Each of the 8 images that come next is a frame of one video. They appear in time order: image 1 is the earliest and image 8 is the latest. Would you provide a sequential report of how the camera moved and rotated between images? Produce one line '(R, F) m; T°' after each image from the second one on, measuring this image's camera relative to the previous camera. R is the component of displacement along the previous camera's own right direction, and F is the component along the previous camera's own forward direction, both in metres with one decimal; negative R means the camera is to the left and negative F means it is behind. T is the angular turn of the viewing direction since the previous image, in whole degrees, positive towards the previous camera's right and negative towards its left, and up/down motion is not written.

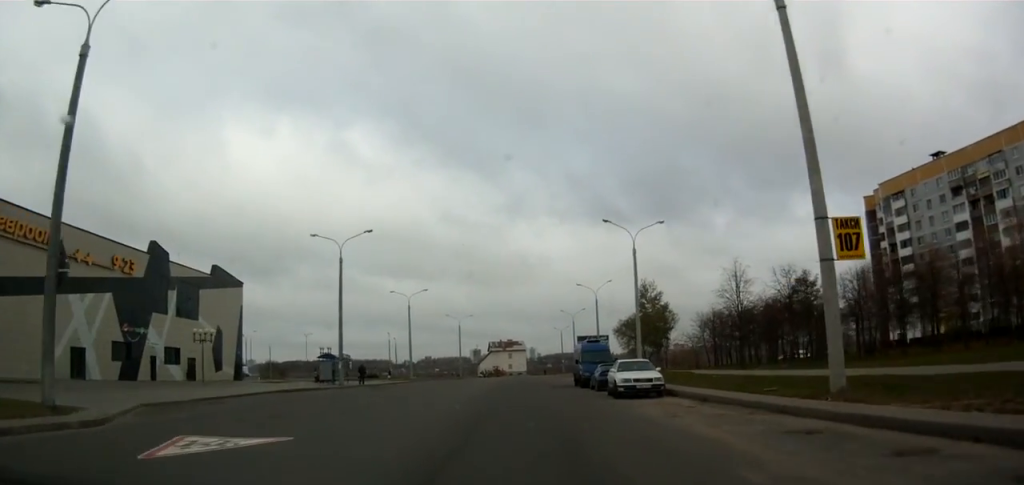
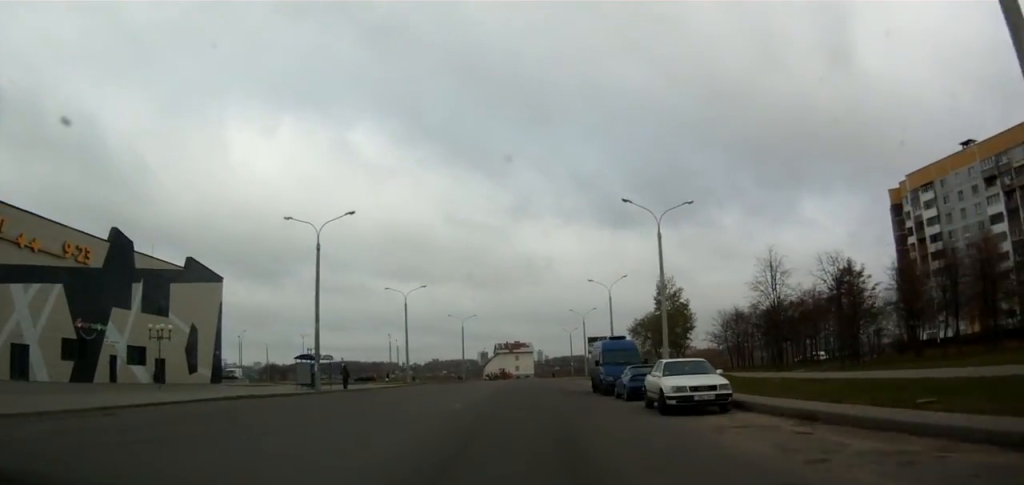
(0.0, +7.2) m; -2°
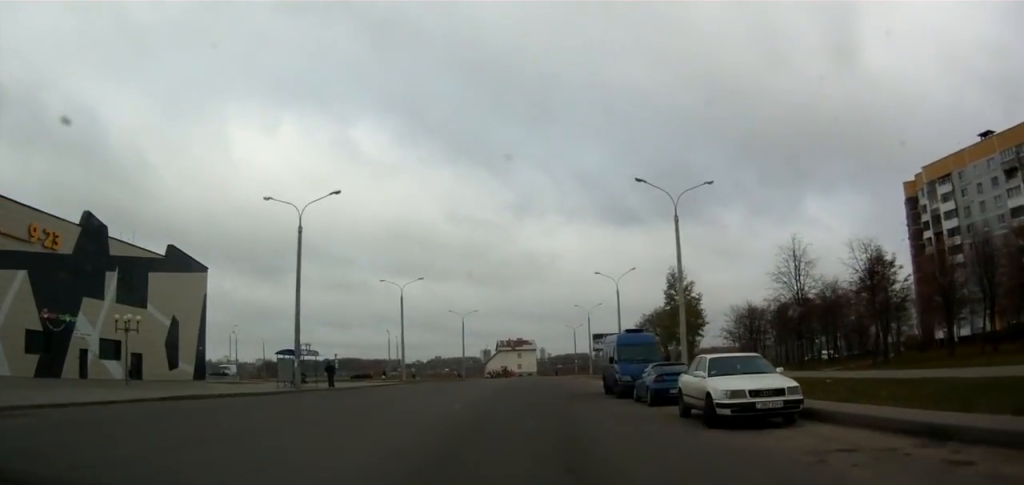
(0.0, +4.0) m; 0°
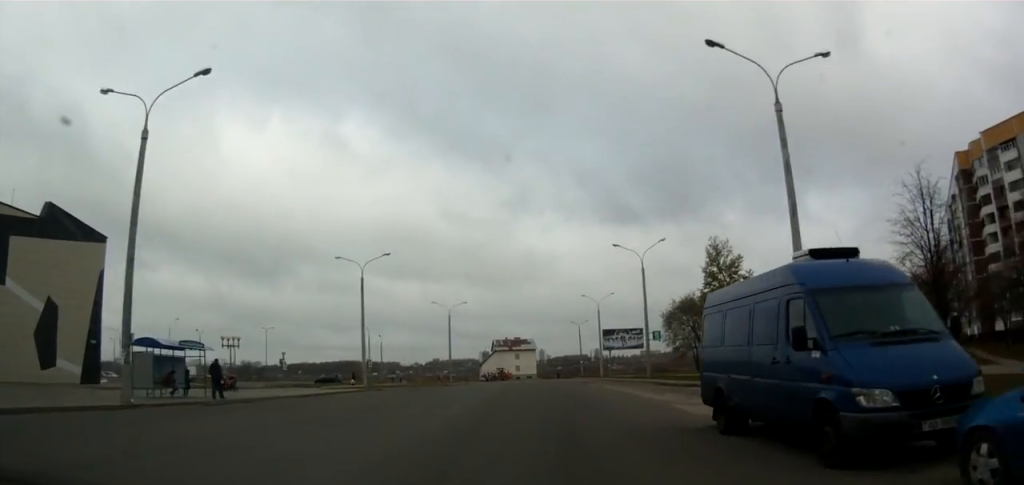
(0.0, +17.6) m; 0°
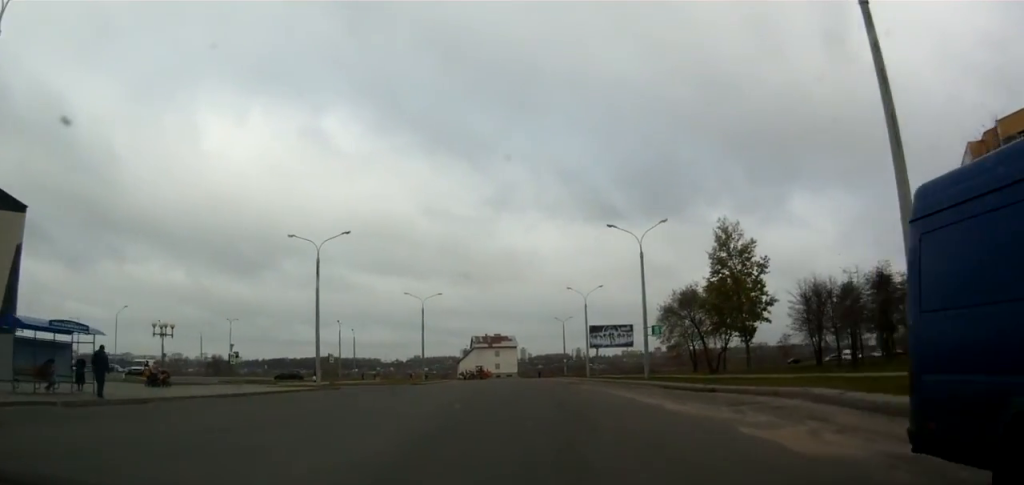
(-0.3, +7.9) m; +2°
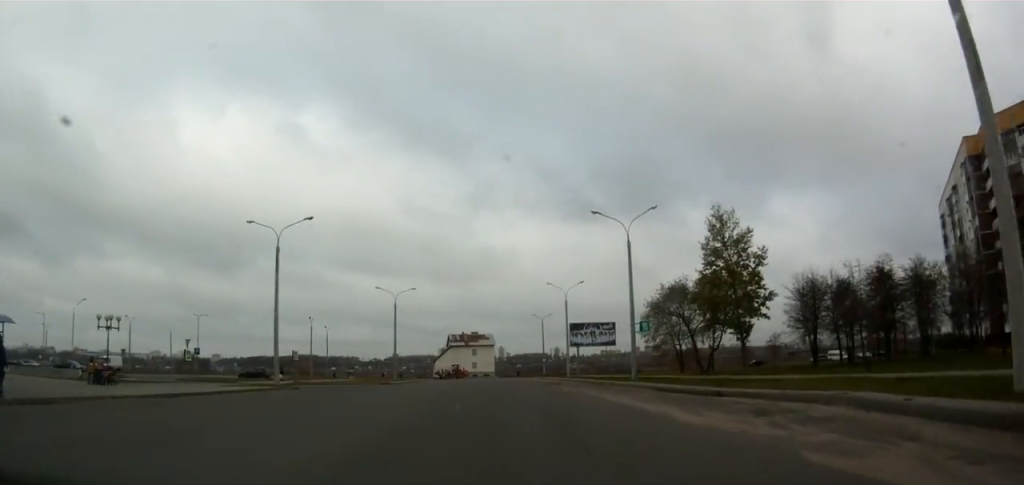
(+0.3, +3.8) m; +2°
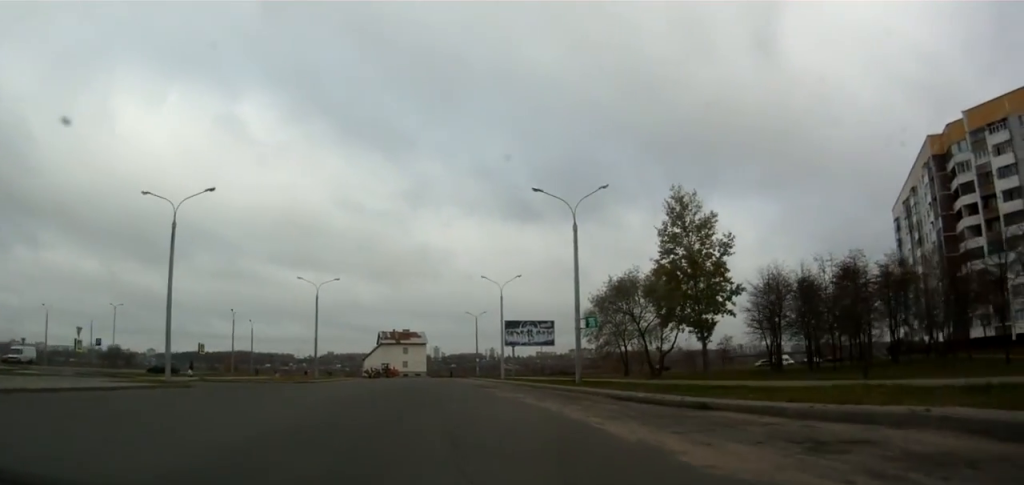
(+0.2, +6.5) m; +4°
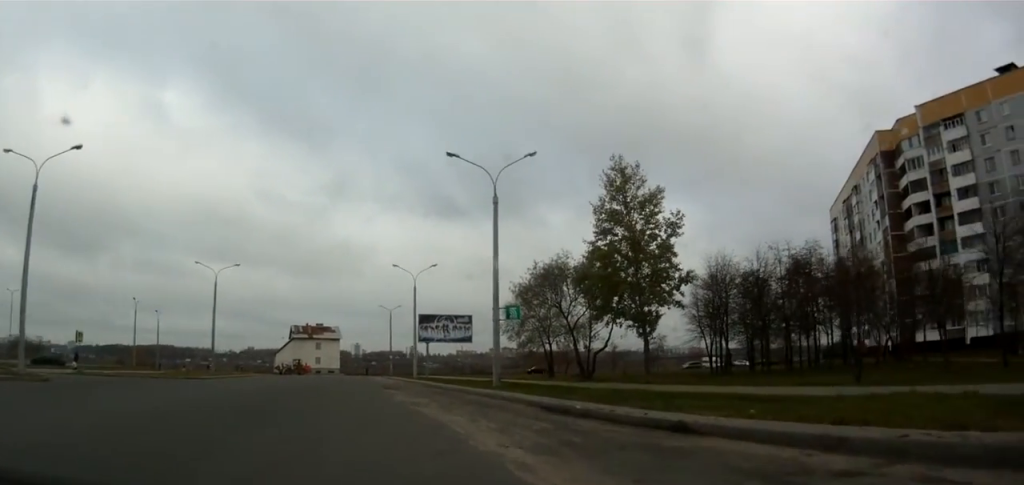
(-0.1, +6.5) m; +5°
